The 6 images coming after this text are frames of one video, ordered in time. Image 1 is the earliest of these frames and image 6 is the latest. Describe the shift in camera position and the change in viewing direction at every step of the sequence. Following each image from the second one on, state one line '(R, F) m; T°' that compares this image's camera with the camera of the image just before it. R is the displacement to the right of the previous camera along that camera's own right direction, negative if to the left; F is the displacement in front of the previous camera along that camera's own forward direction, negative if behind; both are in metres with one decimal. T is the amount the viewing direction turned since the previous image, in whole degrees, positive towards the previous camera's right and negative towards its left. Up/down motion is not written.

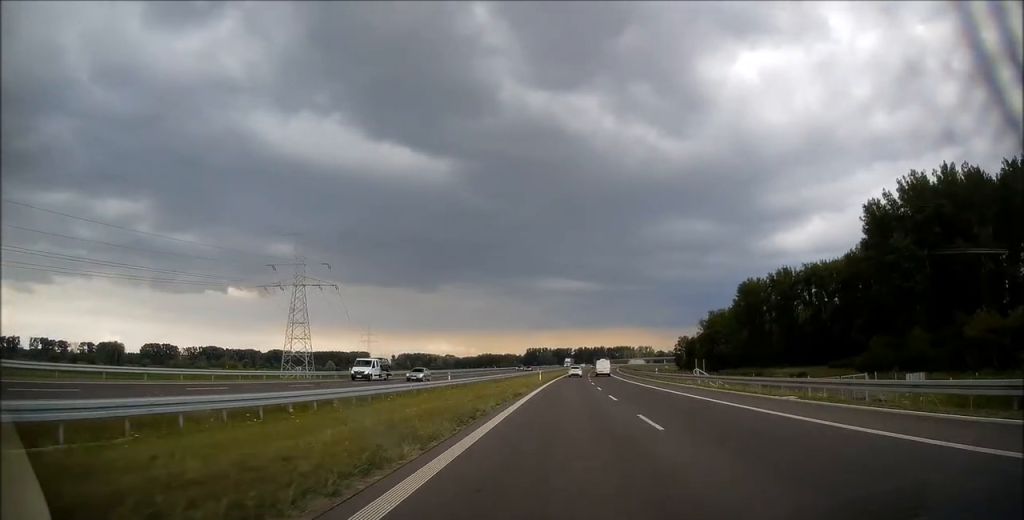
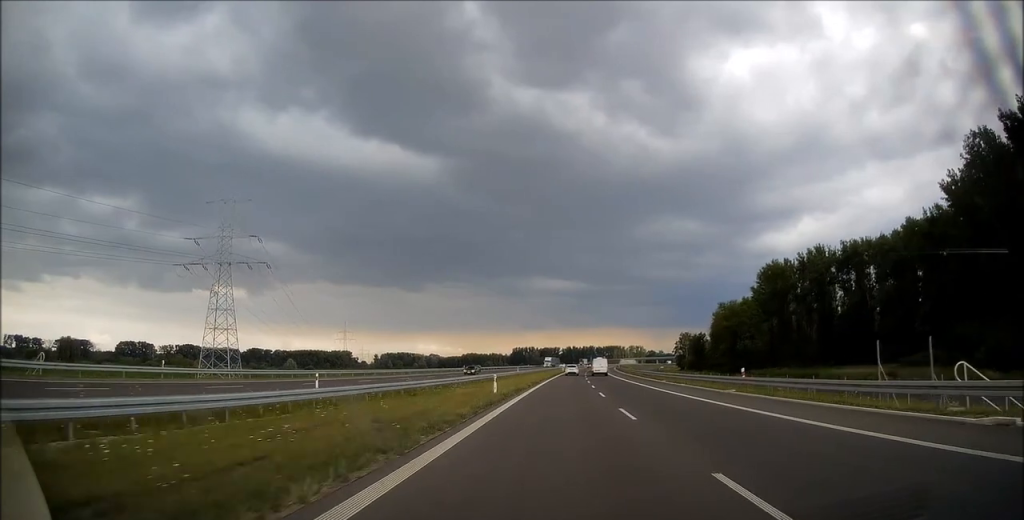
(+0.3, +33.4) m; +1°
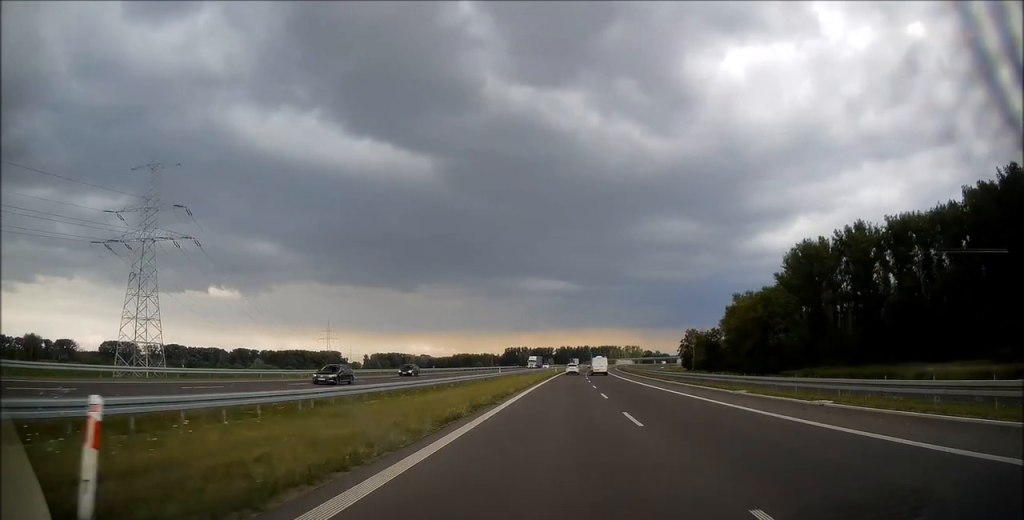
(+0.2, +25.9) m; +1°
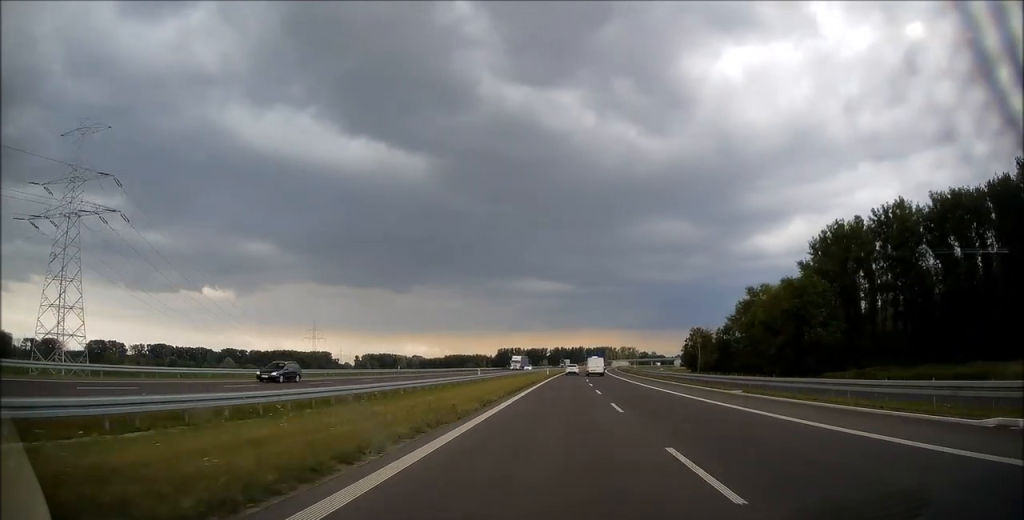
(0.0, +19.7) m; +1°
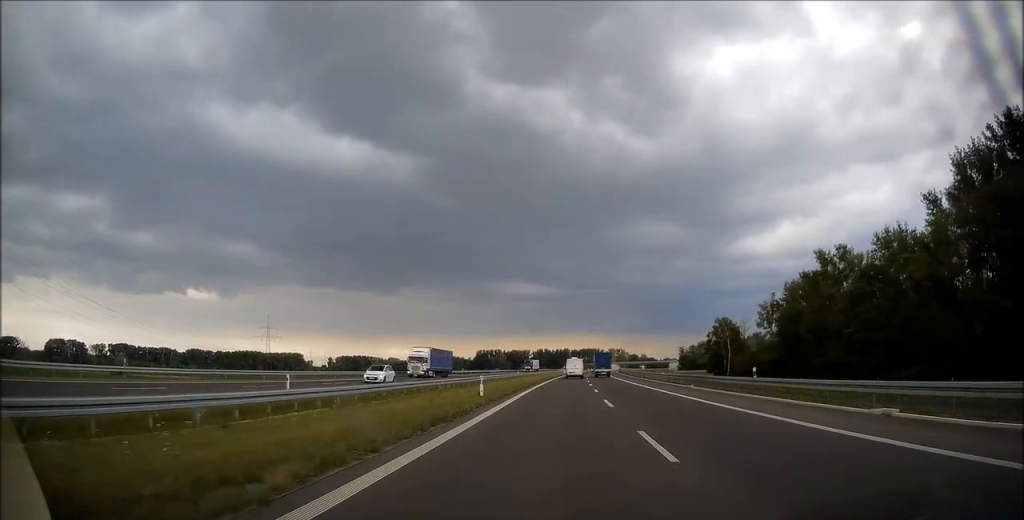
(+1.0, +57.3) m; +2°
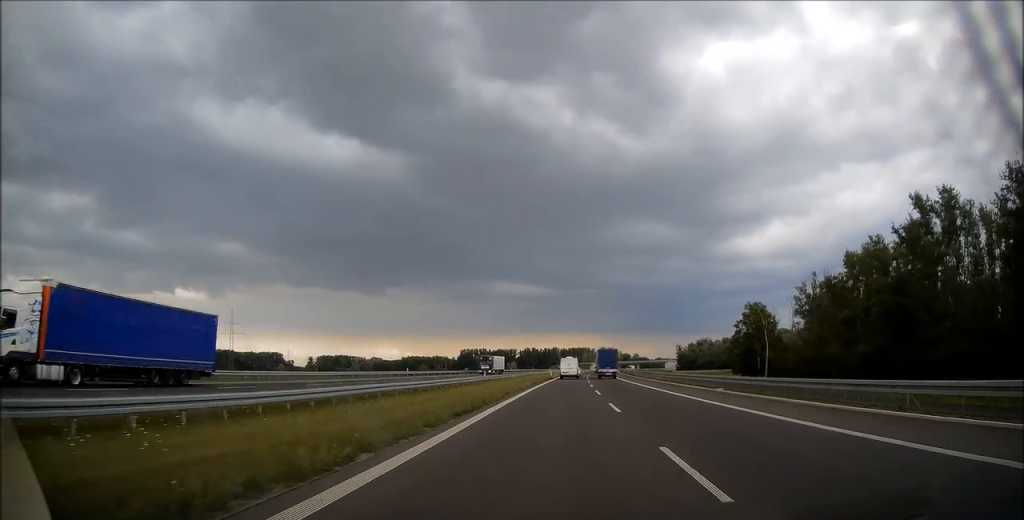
(+0.3, +38.6) m; +1°
